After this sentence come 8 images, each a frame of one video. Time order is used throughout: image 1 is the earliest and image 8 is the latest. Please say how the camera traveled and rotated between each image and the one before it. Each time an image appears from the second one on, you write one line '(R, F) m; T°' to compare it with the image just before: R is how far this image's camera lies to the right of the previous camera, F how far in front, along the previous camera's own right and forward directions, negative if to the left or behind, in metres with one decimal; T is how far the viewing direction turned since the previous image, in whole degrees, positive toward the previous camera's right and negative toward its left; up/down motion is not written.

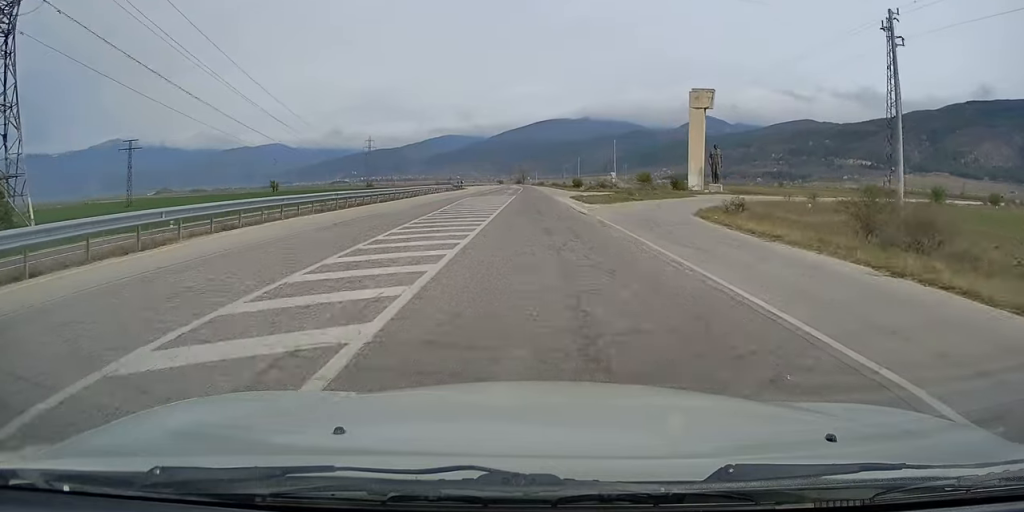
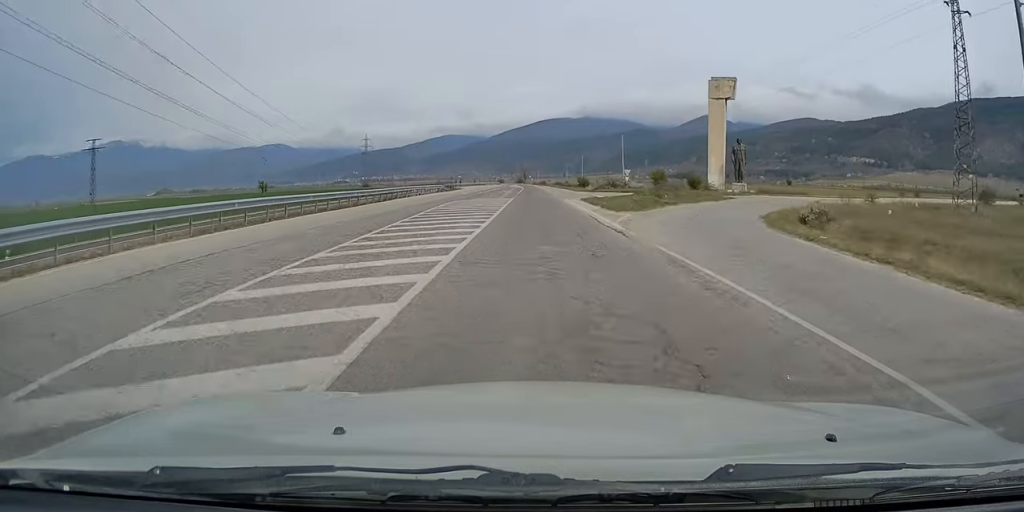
(+0.2, +10.6) m; 0°
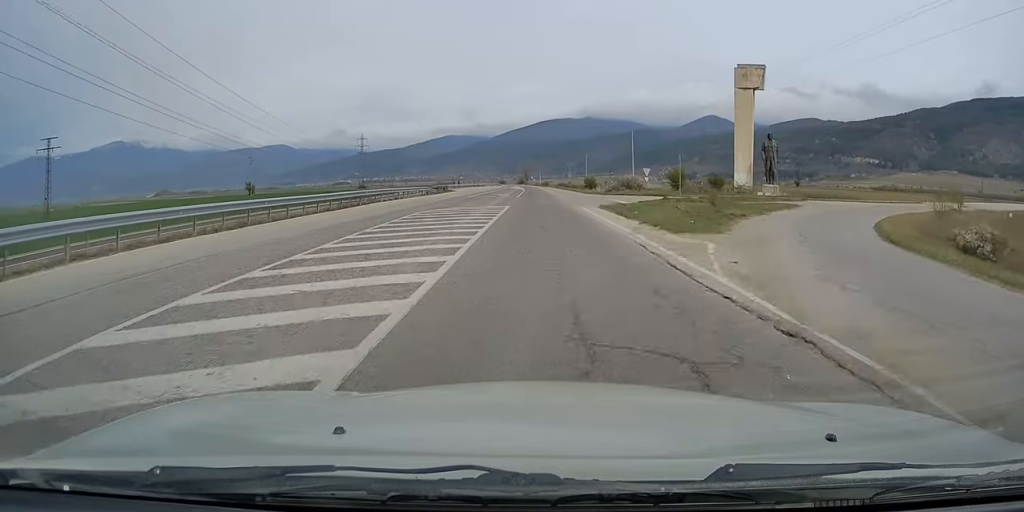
(+0.1, +11.3) m; 0°
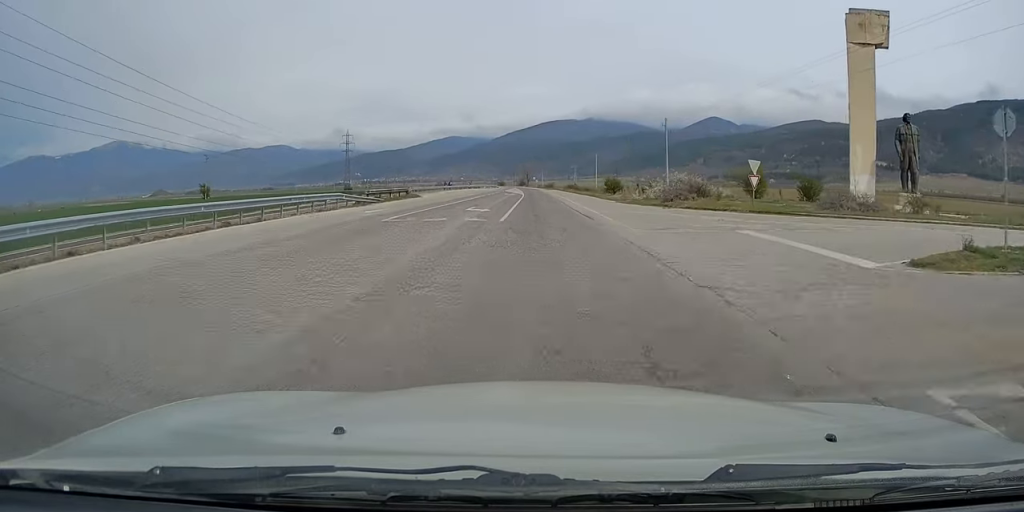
(-0.3, +30.0) m; 0°
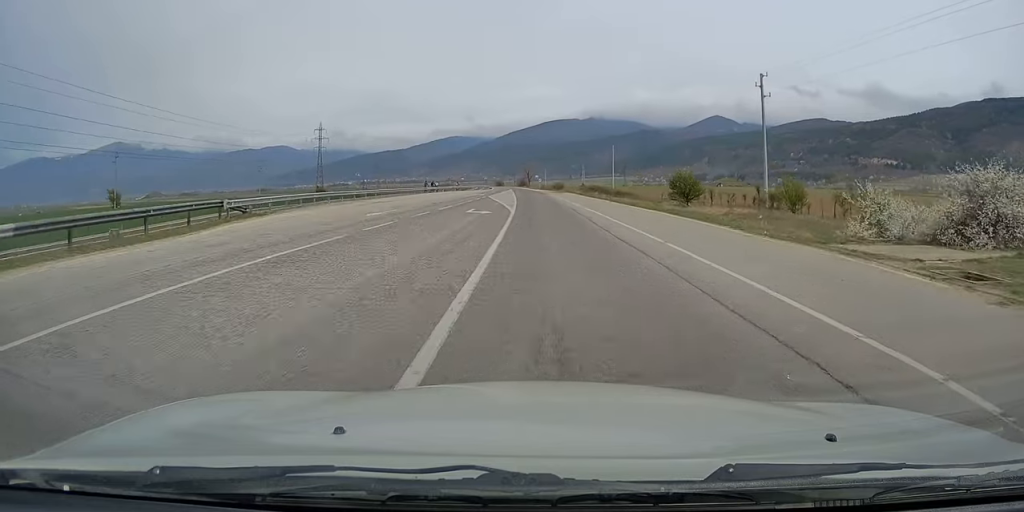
(+0.1, +40.8) m; 0°
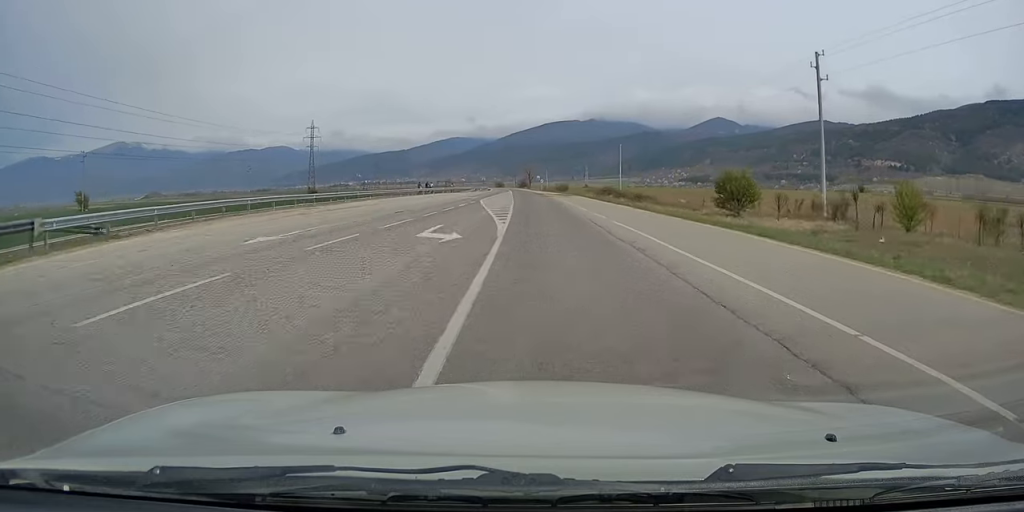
(0.0, +11.5) m; 0°
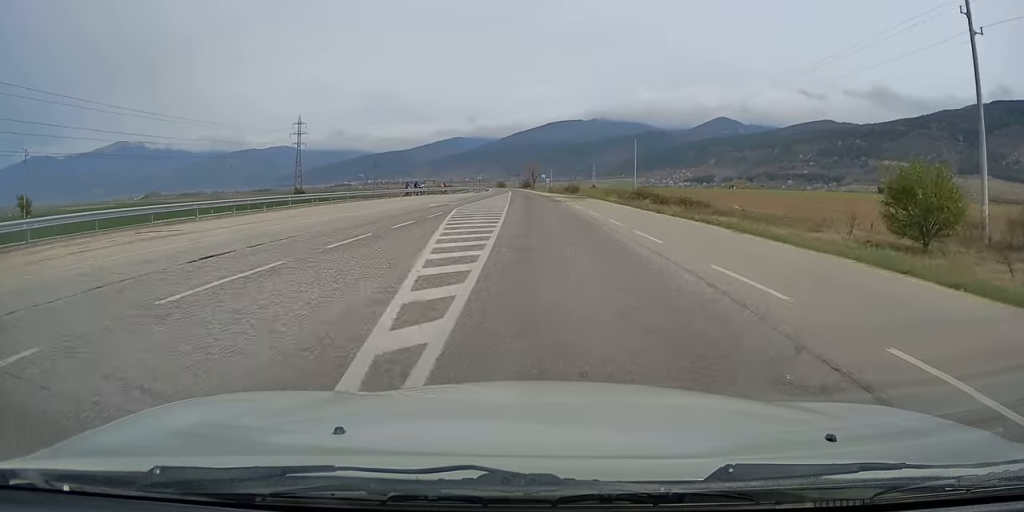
(0.0, +17.9) m; 0°
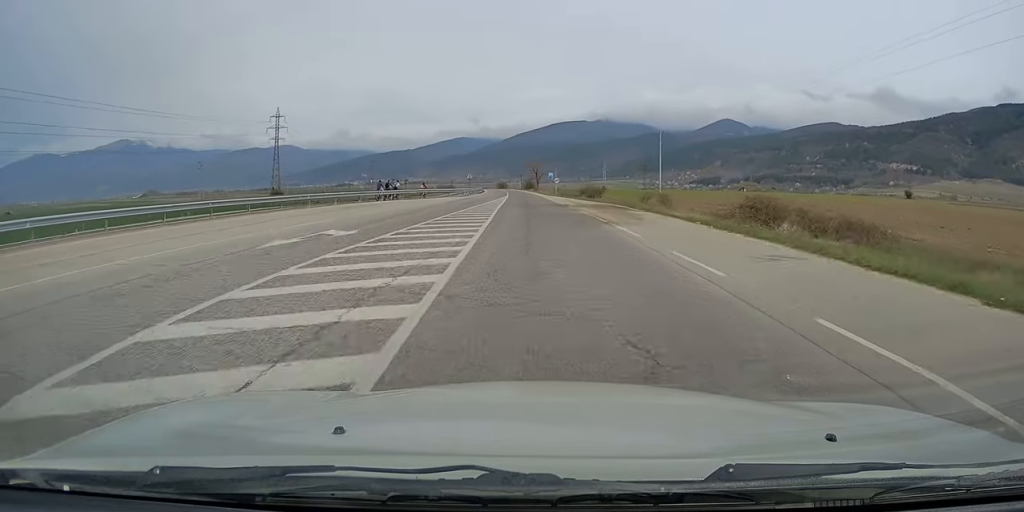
(-0.1, +24.1) m; -1°
